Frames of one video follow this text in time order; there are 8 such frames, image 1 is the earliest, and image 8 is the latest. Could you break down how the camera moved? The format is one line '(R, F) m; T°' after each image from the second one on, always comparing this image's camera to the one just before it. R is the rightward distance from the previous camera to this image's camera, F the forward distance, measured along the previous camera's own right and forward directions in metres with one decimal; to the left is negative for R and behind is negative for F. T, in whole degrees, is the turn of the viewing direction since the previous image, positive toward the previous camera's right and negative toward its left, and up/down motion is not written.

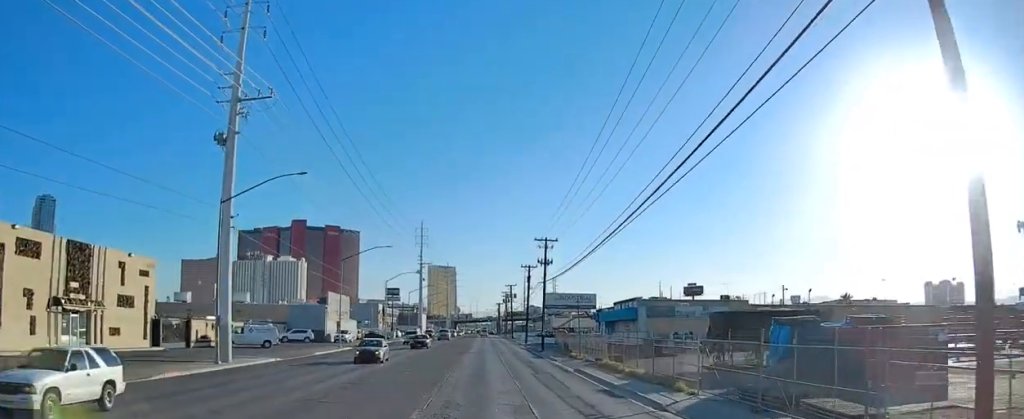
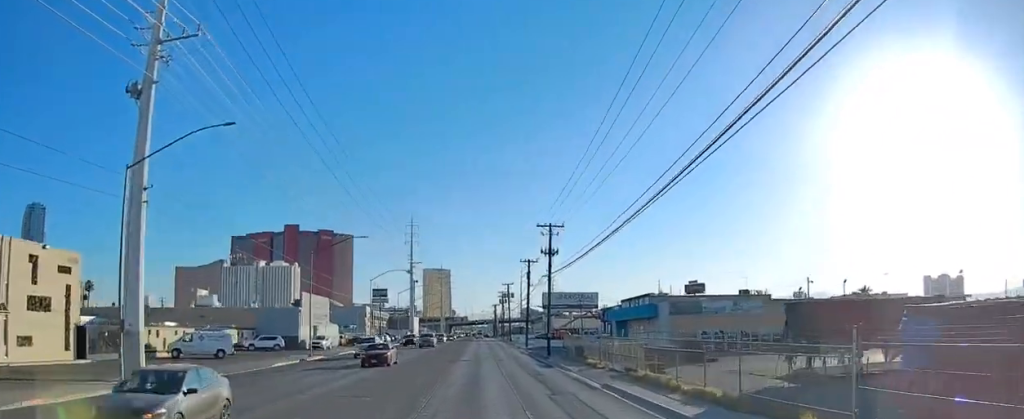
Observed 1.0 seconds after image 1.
(+0.1, +10.2) m; +2°
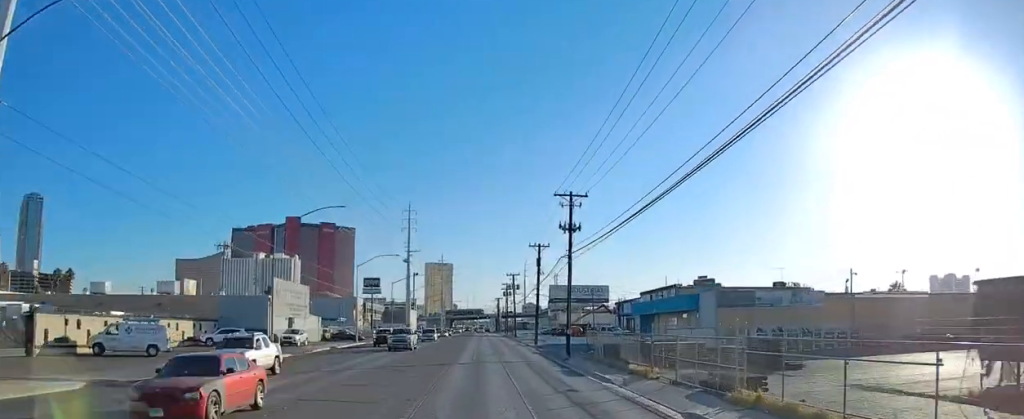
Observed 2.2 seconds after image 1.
(+0.3, +11.4) m; 0°
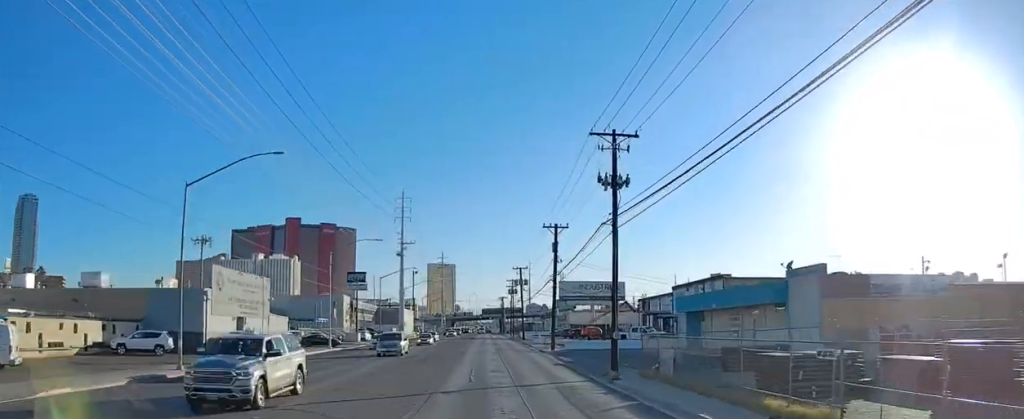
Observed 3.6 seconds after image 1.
(-0.4, +16.1) m; -3°
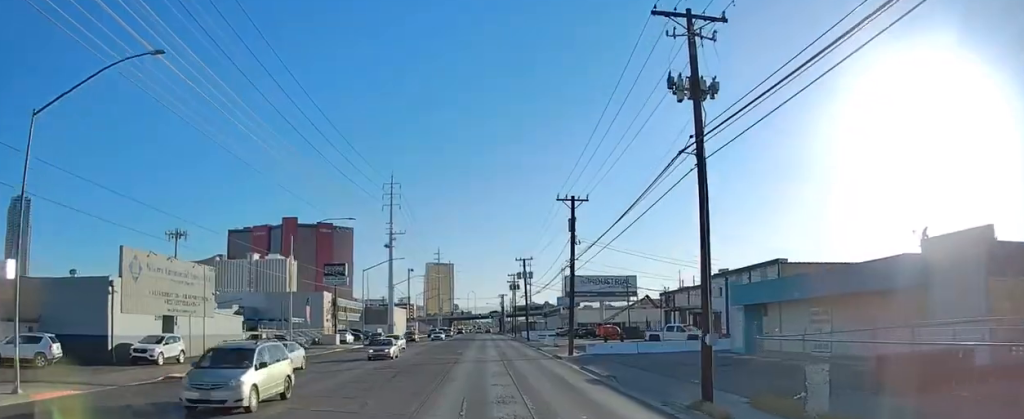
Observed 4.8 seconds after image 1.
(-0.1, +13.3) m; +2°
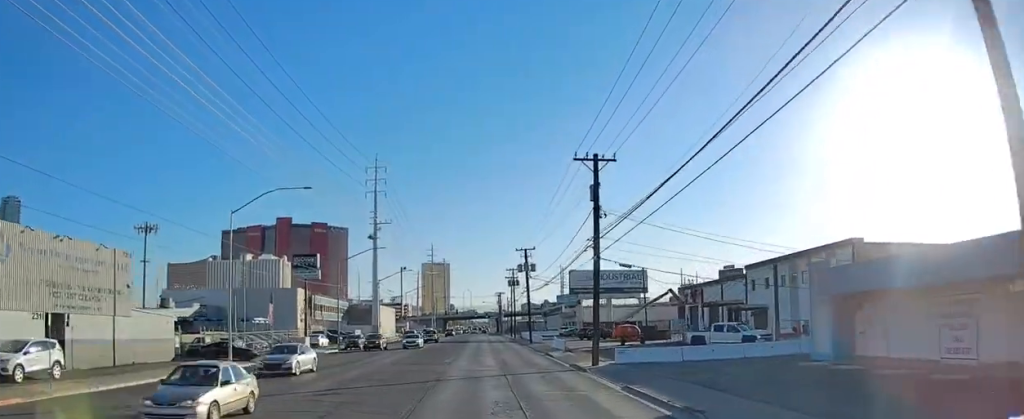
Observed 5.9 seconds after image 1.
(+0.5, +11.8) m; +1°
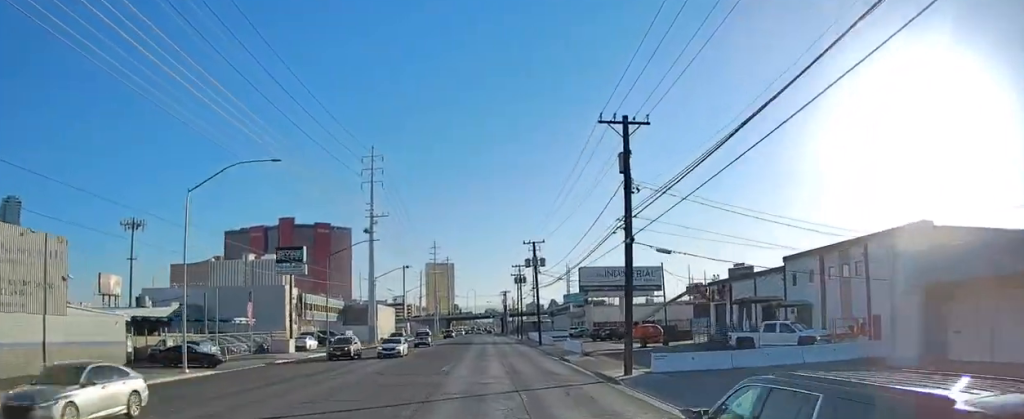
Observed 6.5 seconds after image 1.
(+0.1, +6.9) m; 0°
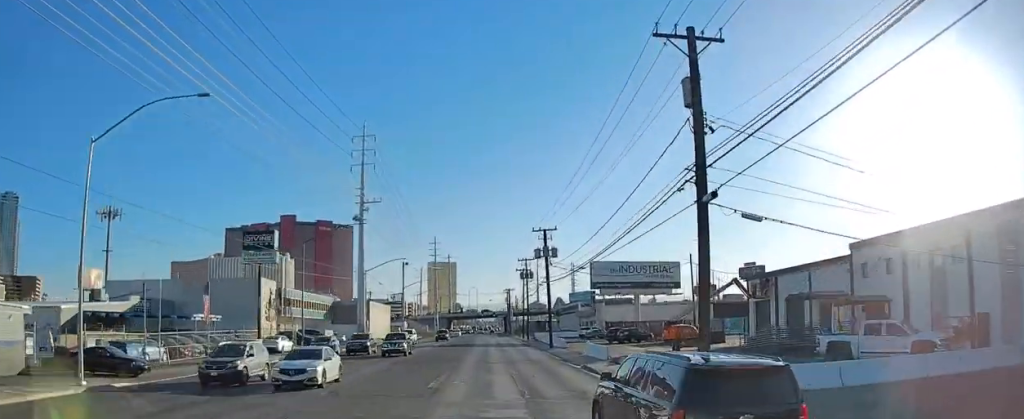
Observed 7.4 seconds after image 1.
(-0.4, +9.8) m; -1°
